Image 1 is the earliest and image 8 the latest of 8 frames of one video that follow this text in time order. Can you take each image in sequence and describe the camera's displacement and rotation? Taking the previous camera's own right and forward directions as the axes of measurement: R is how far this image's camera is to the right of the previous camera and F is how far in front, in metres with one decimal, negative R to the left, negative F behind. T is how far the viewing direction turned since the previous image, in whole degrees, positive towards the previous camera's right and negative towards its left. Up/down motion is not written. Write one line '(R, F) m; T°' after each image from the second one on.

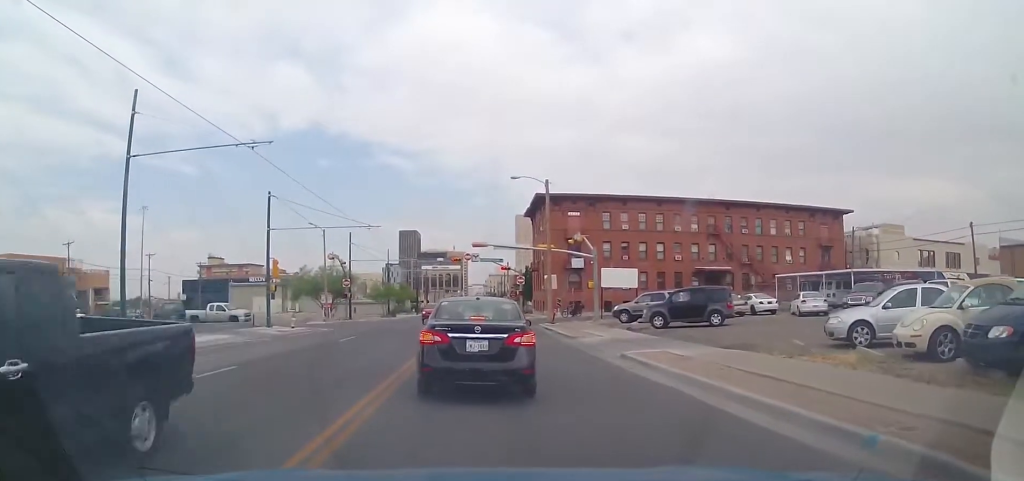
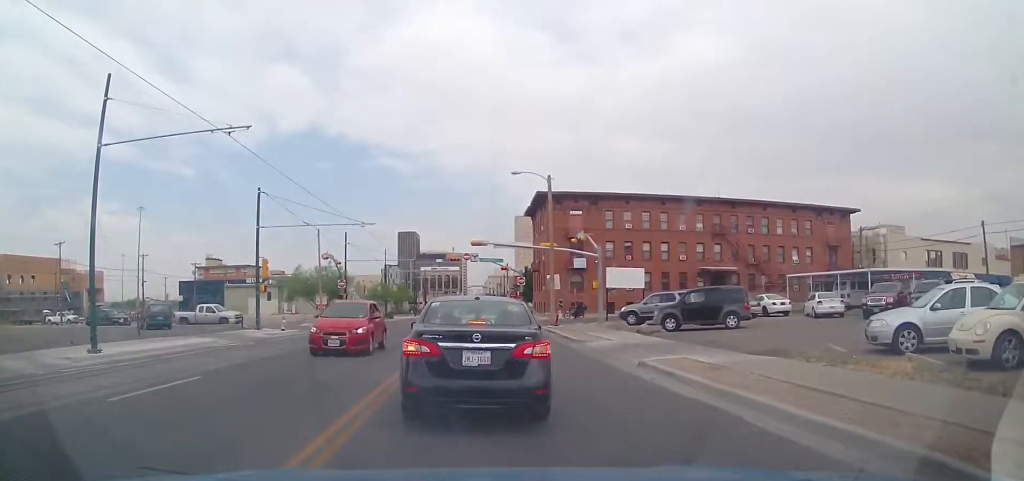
(+1.2, +1.6) m; 0°
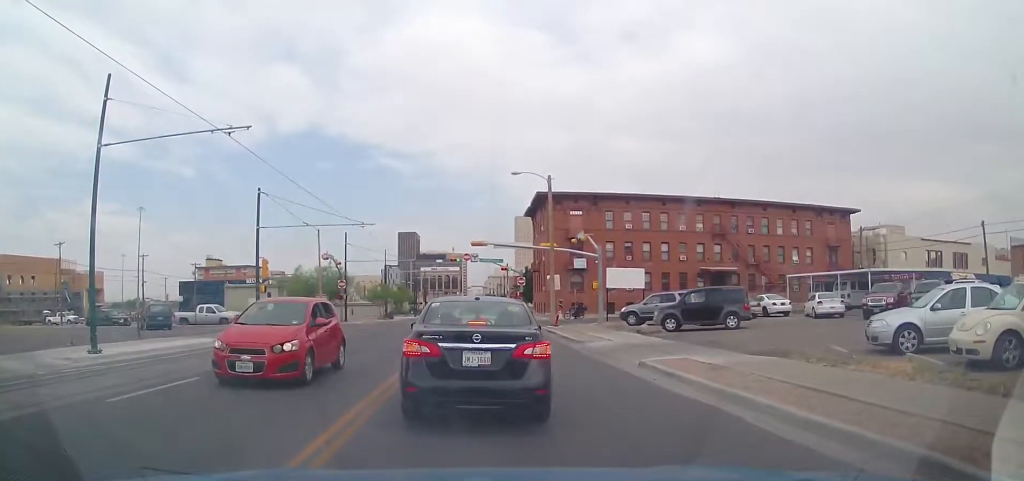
(0.0, 0.0) m; 0°
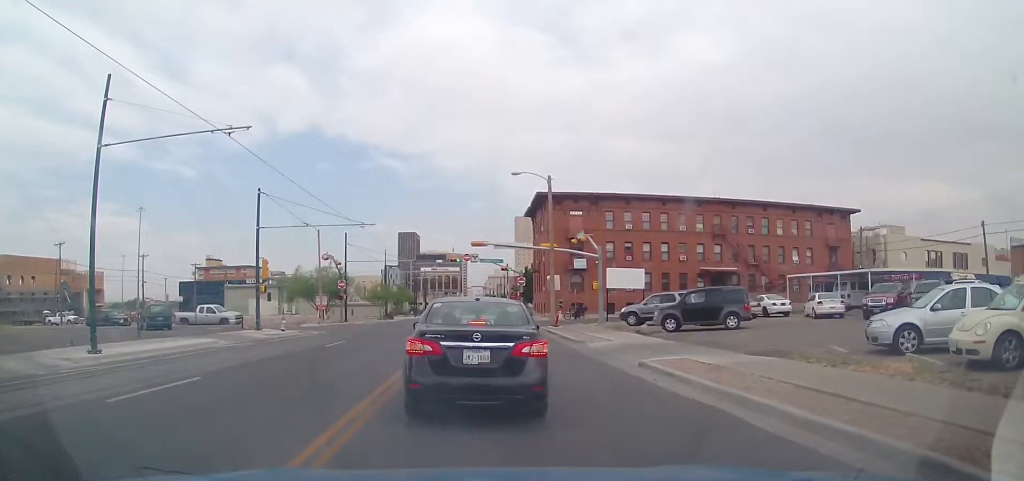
(0.0, 0.0) m; 0°
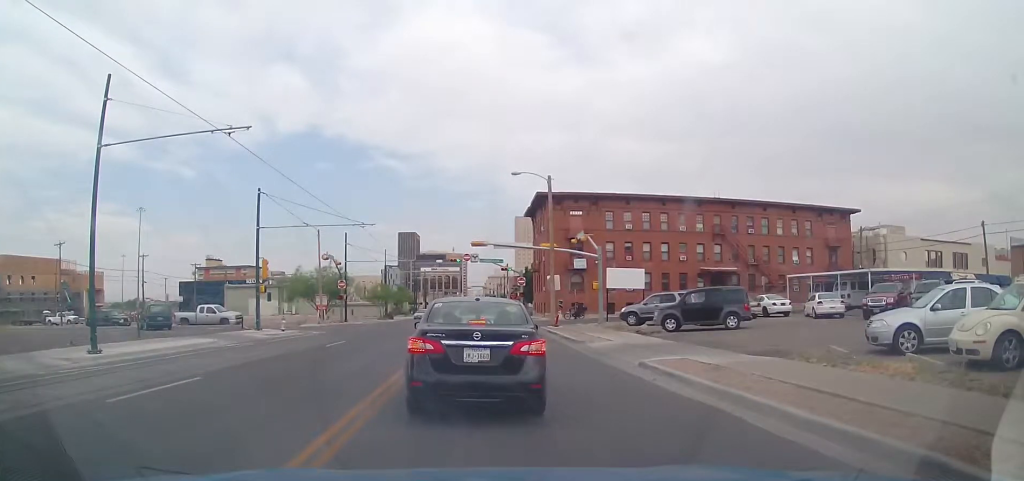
(+0.1, +0.3) m; 0°
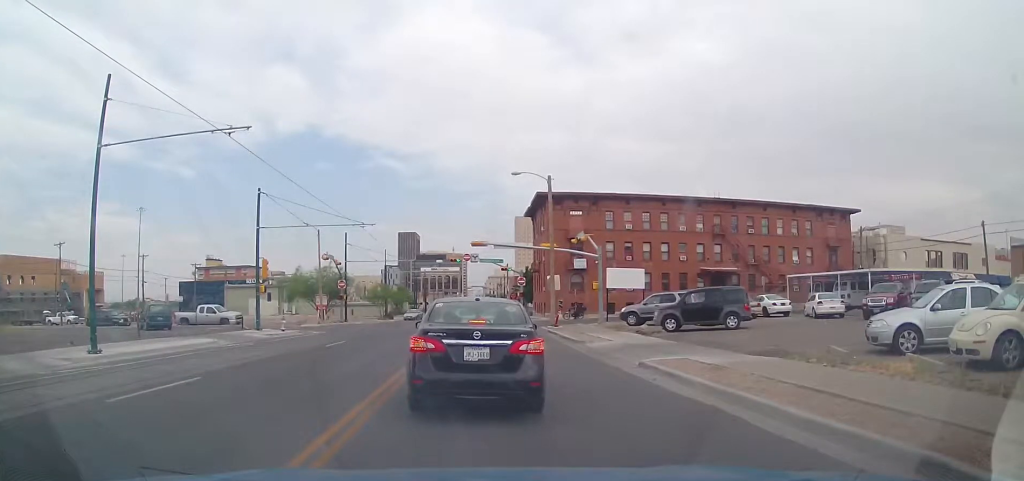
(+0.1, +0.5) m; 0°
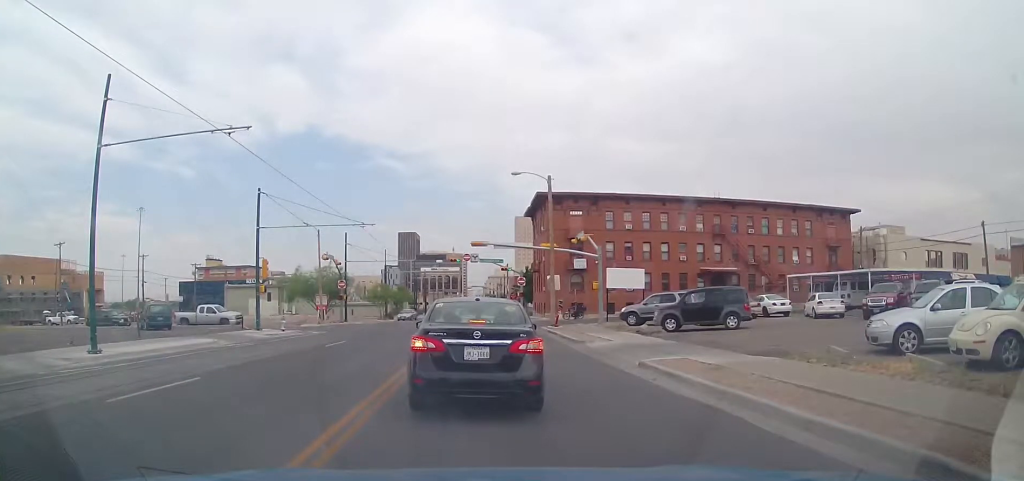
(-0.1, +0.3) m; 0°
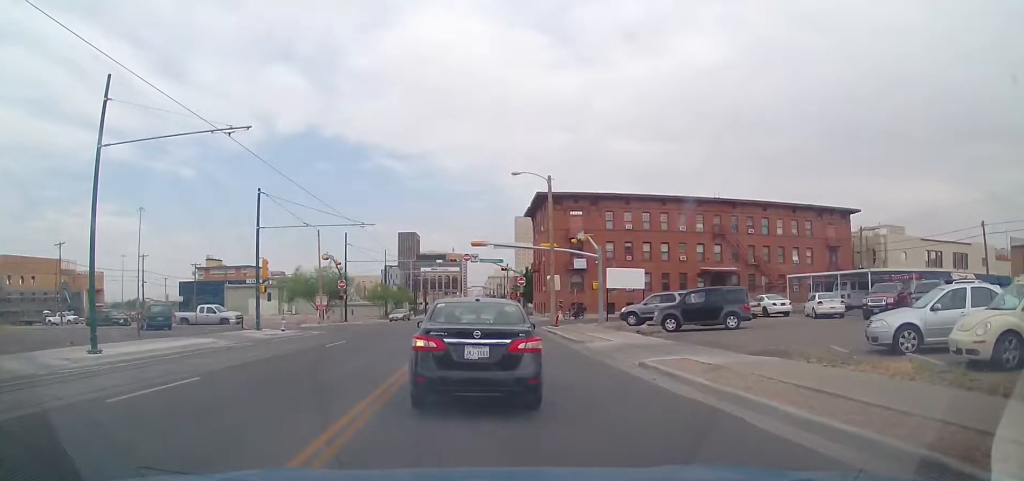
(-0.2, +0.4) m; 0°
